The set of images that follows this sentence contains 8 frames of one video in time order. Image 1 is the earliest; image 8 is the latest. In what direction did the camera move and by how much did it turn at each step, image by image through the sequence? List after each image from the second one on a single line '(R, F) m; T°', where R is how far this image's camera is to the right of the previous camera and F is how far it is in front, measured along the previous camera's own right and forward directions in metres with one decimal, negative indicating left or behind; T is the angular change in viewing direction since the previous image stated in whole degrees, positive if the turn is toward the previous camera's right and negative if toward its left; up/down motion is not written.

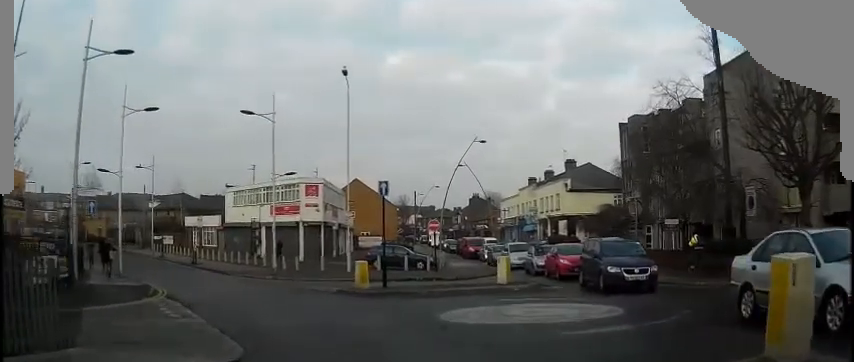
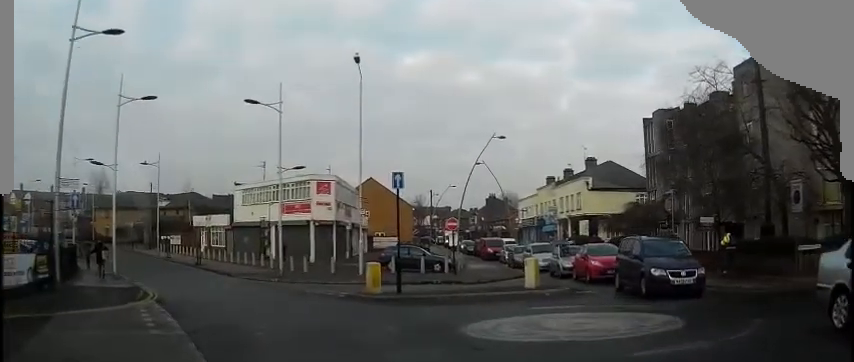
(+0.1, +2.3) m; -3°
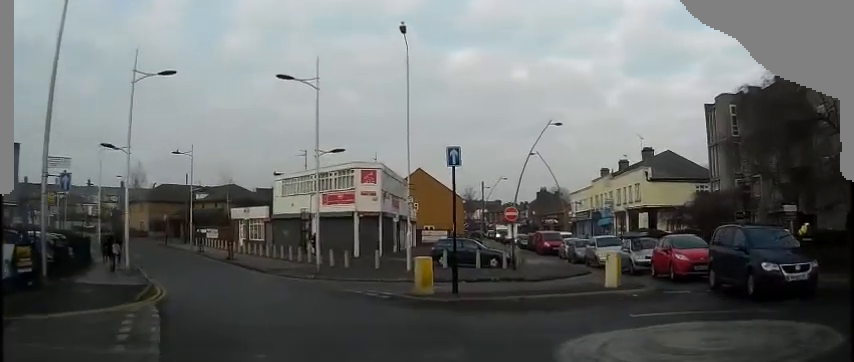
(-0.2, +3.5) m; -5°
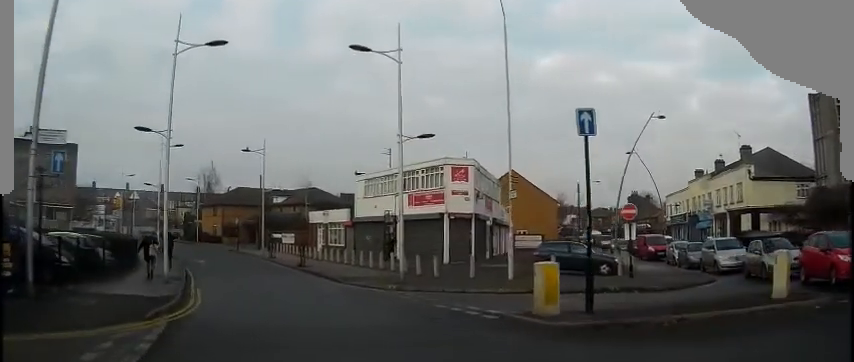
(-0.2, +4.4) m; -6°
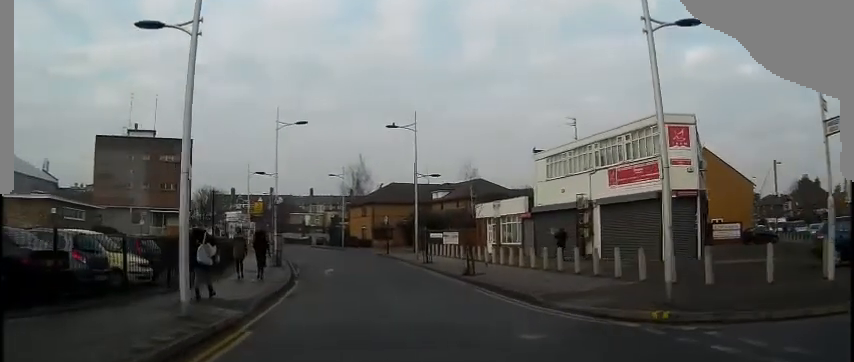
(-1.1, +10.6) m; -12°
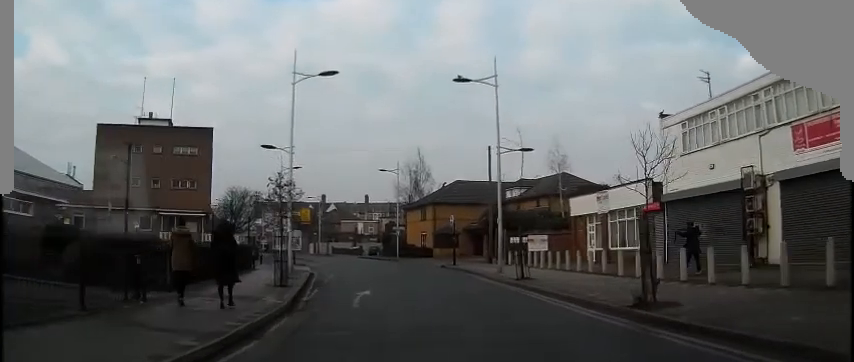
(-0.9, +12.3) m; -7°
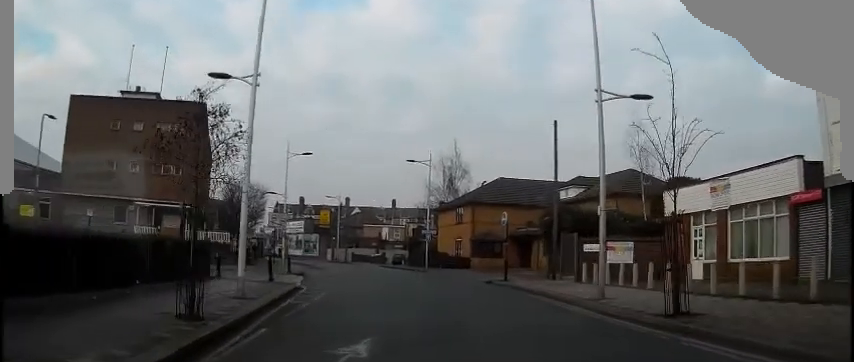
(-0.3, +10.5) m; -2°
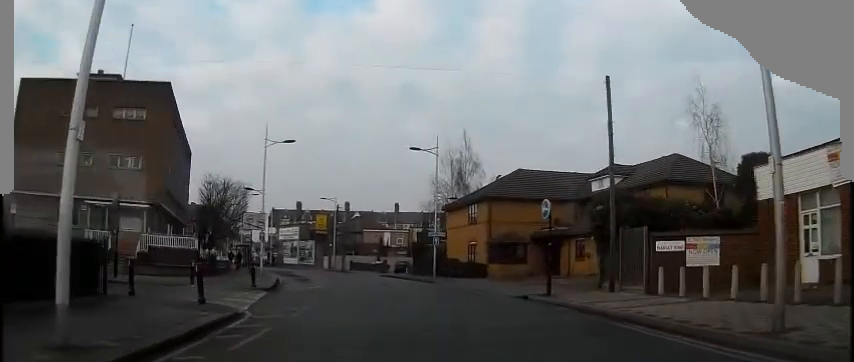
(0.0, +7.9) m; -1°
